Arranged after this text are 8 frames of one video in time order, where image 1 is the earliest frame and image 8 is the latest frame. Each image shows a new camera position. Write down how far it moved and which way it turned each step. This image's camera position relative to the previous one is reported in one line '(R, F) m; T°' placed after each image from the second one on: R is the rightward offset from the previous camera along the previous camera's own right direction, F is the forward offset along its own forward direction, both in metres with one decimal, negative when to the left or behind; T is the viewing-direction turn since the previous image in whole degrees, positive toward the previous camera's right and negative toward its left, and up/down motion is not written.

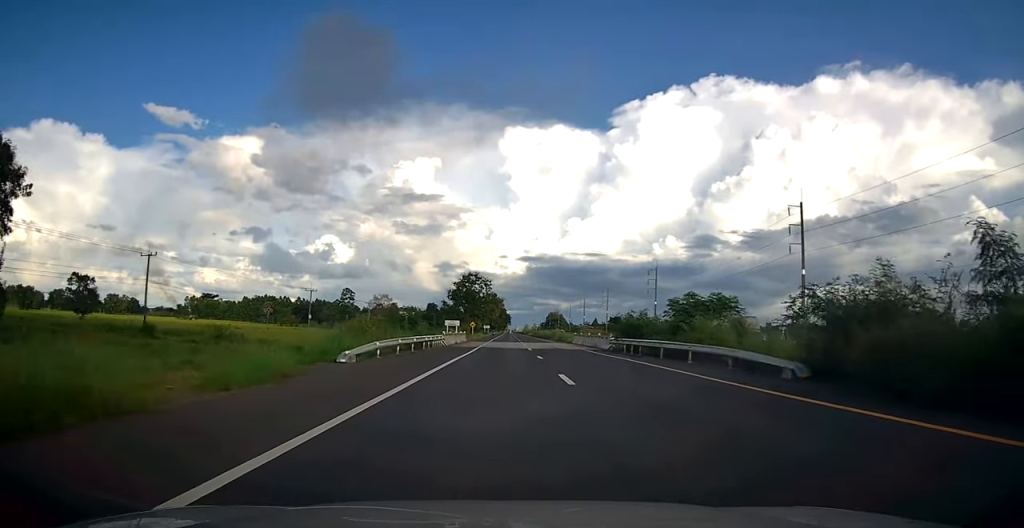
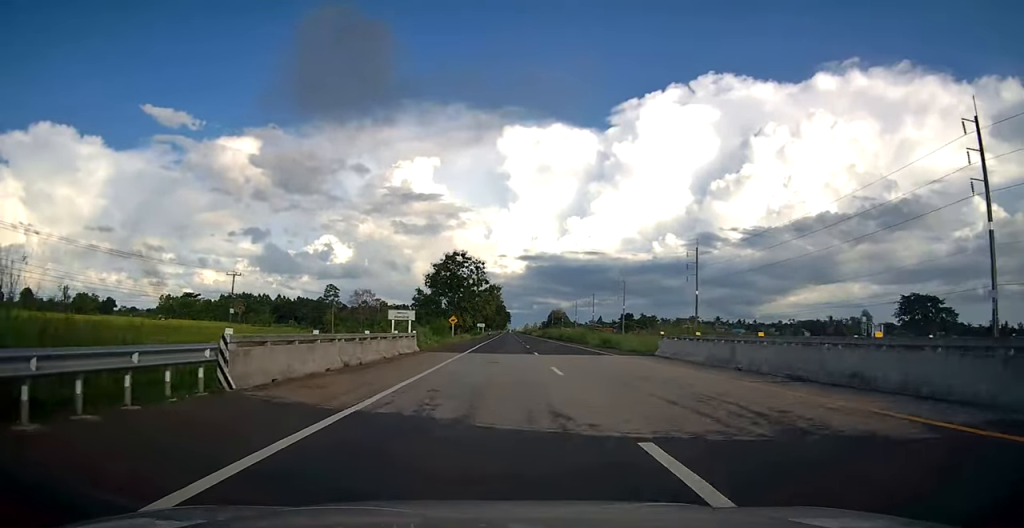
(+0.3, +33.7) m; 0°
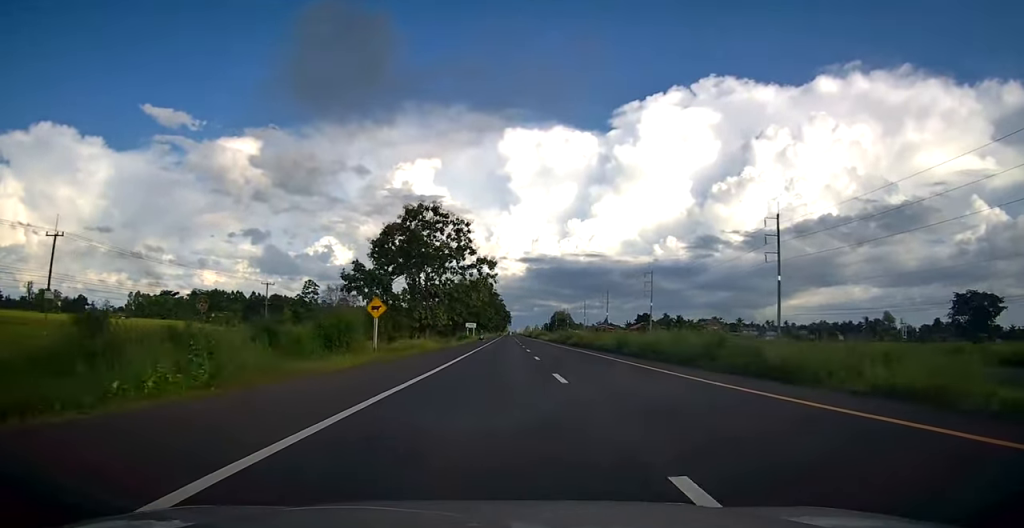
(-0.2, +37.1) m; 0°
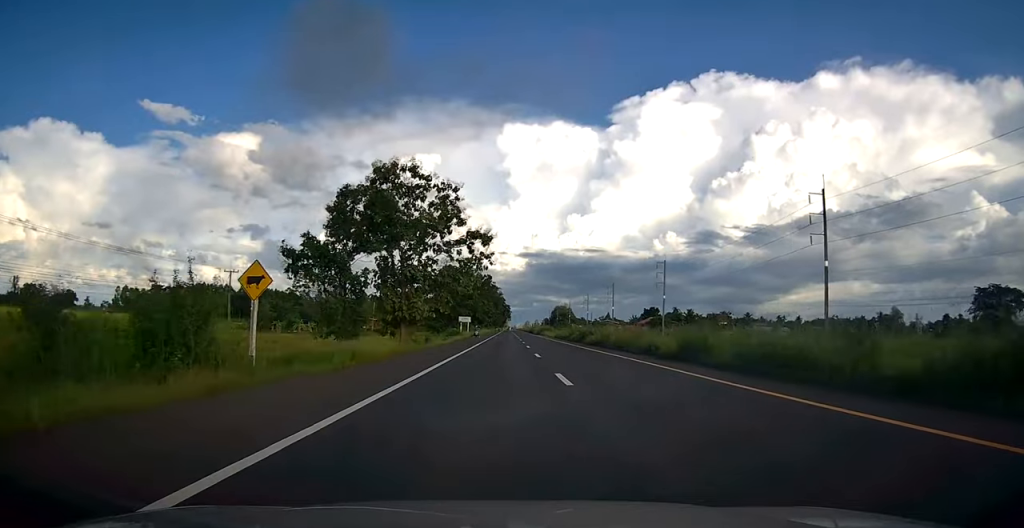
(+0.1, +13.2) m; 0°
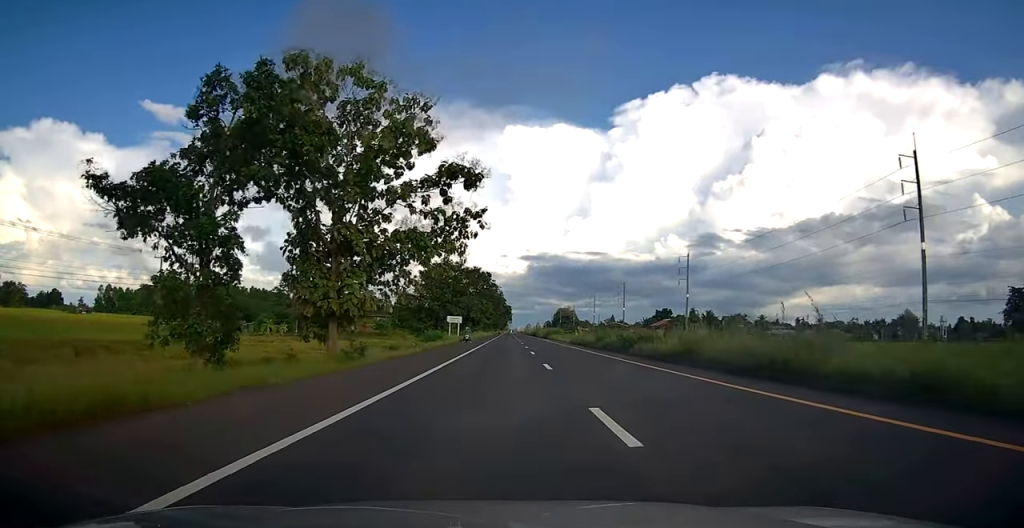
(0.0, +18.3) m; 0°
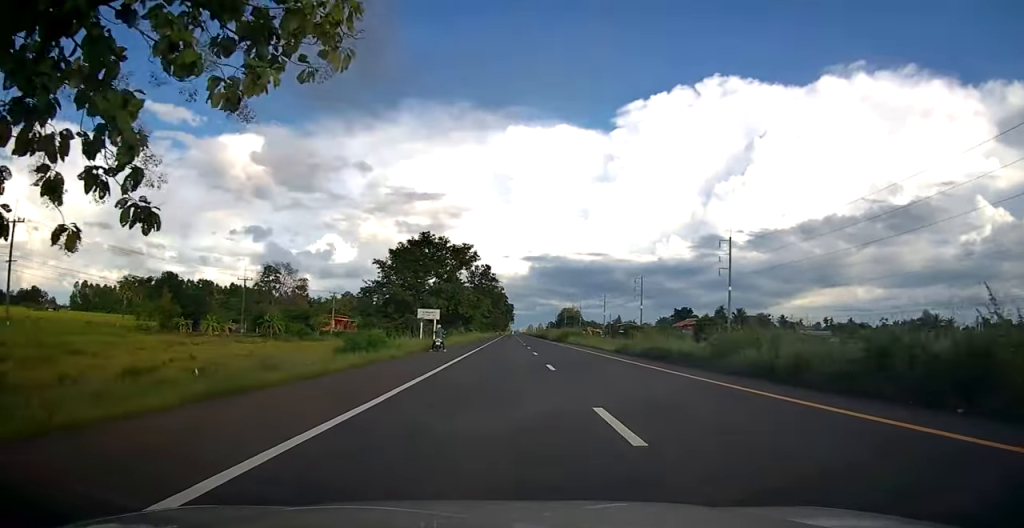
(0.0, +23.8) m; 0°
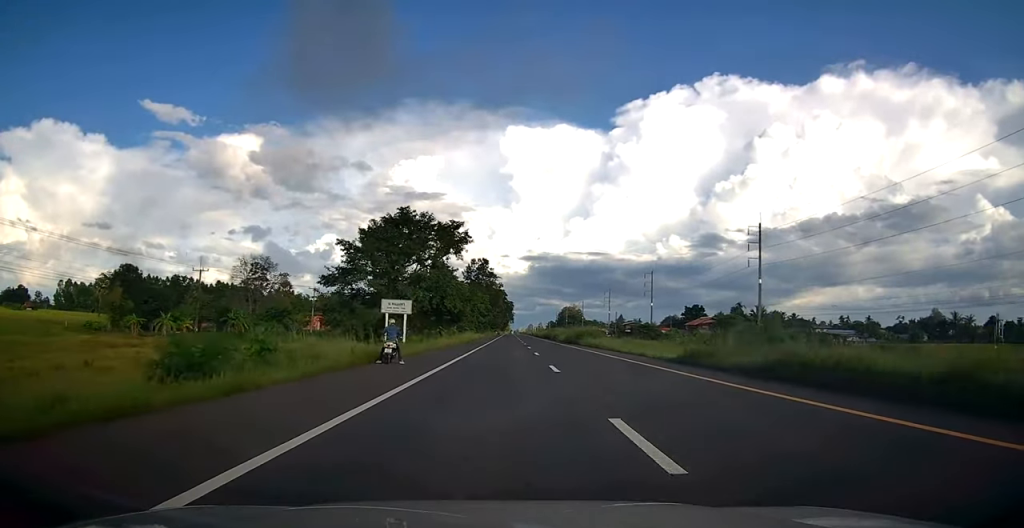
(0.0, +13.1) m; 0°
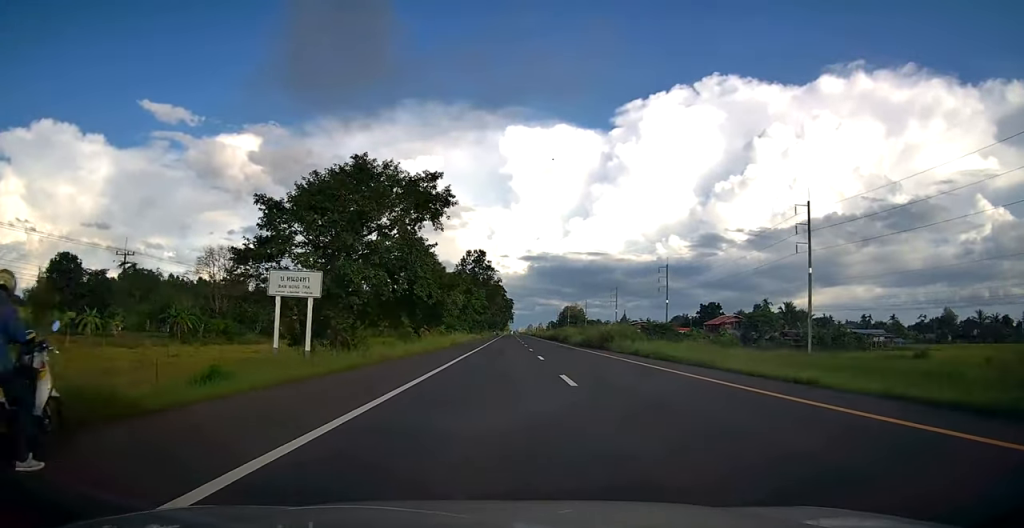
(0.0, +16.1) m; 0°
